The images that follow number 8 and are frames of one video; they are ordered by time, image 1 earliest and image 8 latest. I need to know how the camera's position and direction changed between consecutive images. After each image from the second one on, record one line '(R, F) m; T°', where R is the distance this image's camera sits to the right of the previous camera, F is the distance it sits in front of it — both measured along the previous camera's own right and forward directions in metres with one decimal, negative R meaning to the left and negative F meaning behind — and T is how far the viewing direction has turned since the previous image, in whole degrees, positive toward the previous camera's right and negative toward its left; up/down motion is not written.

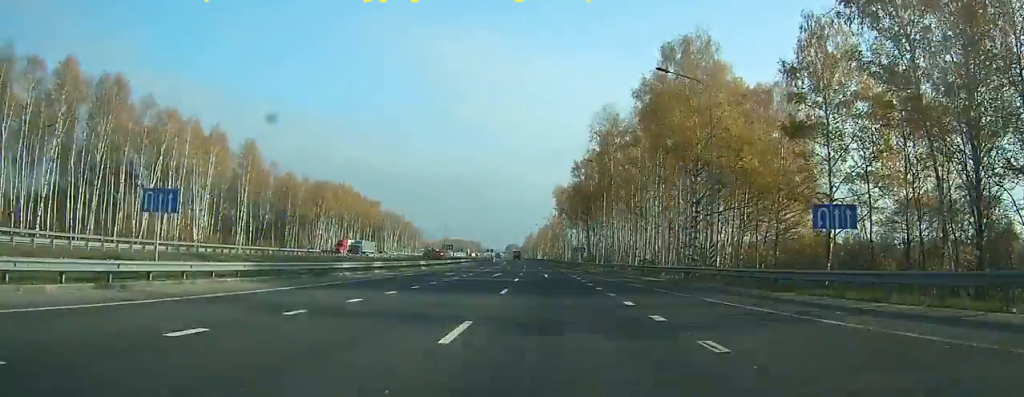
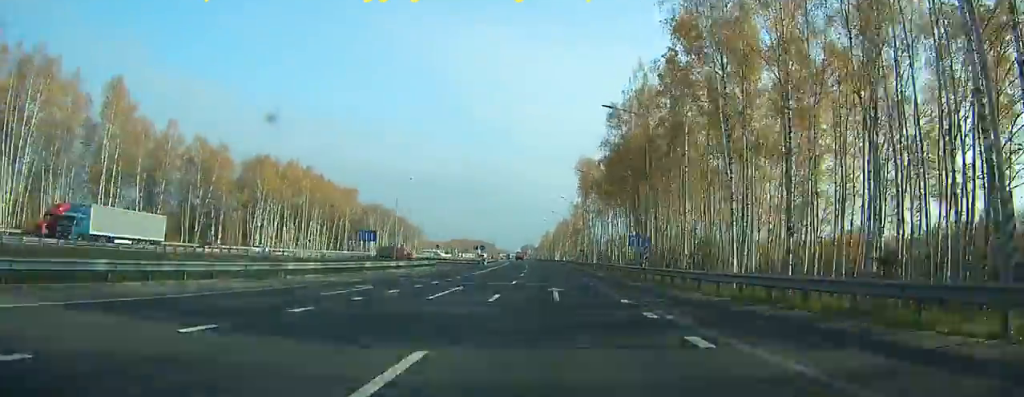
(-0.3, +51.3) m; -1°
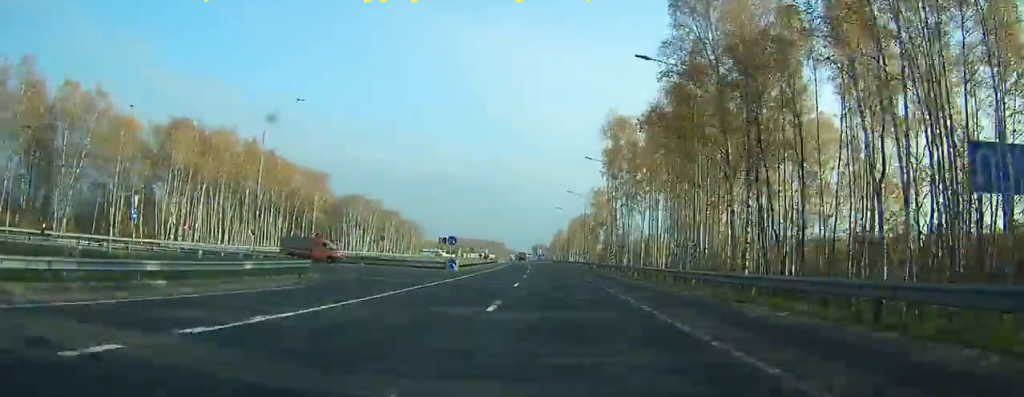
(-0.5, +38.4) m; -1°
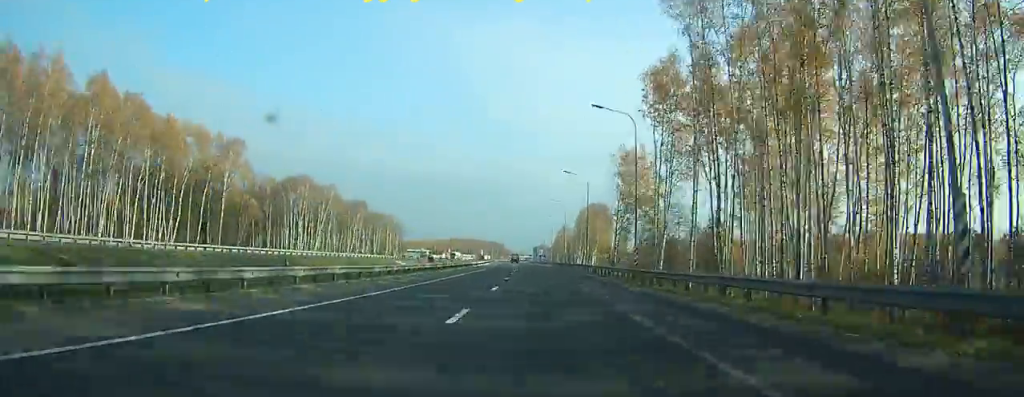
(-0.6, +49.9) m; -1°
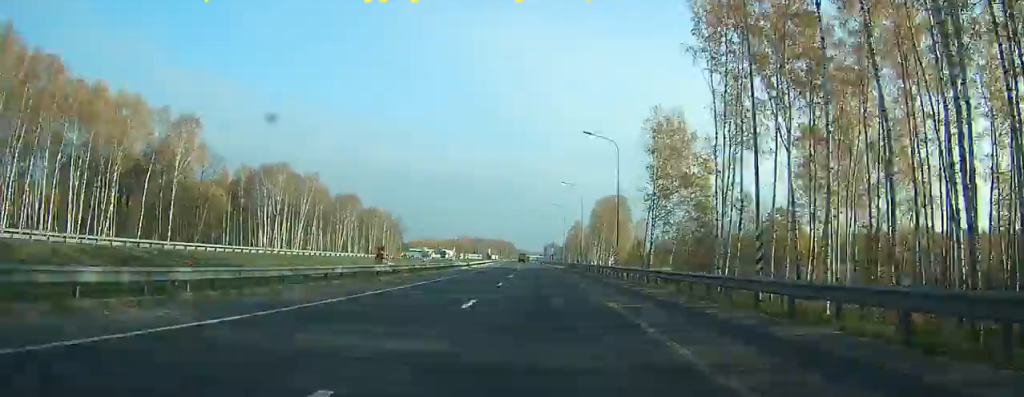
(-0.1, +20.5) m; 0°
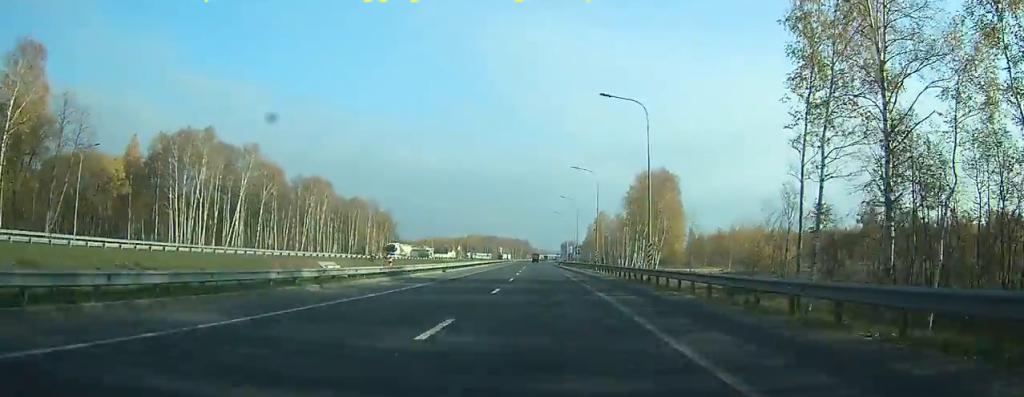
(-0.3, +40.0) m; -1°
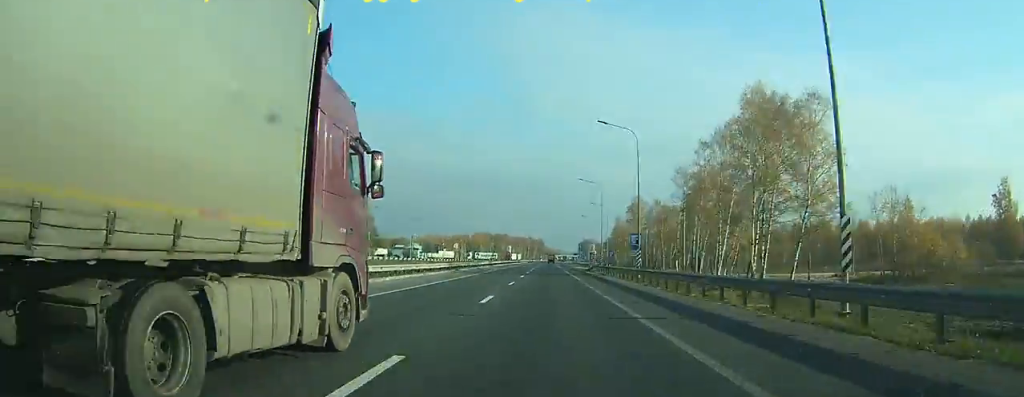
(-0.8, +54.1) m; -1°
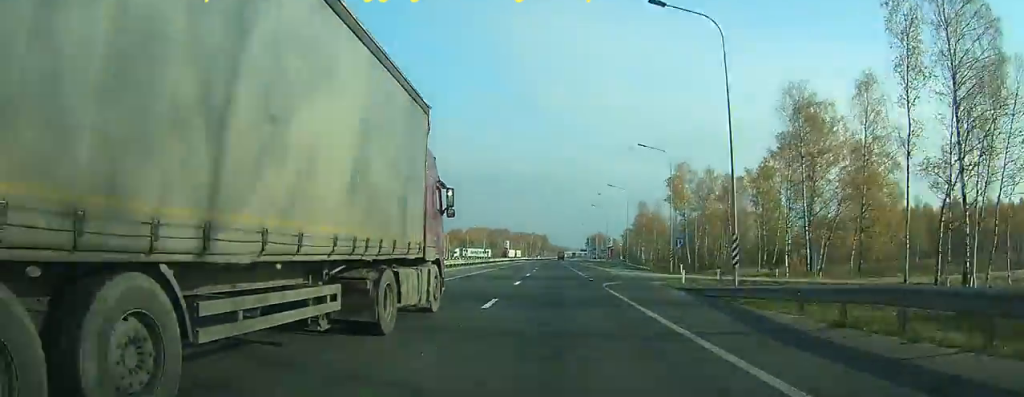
(-0.4, +53.1) m; 0°
